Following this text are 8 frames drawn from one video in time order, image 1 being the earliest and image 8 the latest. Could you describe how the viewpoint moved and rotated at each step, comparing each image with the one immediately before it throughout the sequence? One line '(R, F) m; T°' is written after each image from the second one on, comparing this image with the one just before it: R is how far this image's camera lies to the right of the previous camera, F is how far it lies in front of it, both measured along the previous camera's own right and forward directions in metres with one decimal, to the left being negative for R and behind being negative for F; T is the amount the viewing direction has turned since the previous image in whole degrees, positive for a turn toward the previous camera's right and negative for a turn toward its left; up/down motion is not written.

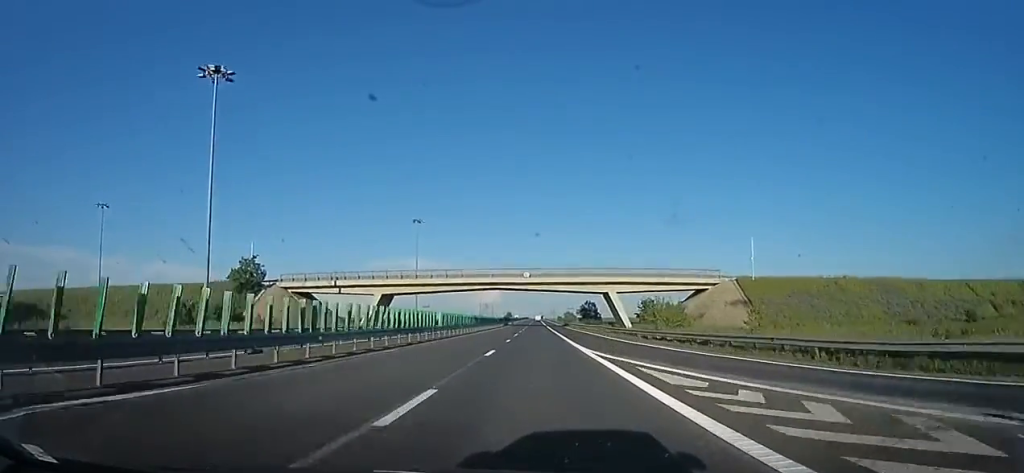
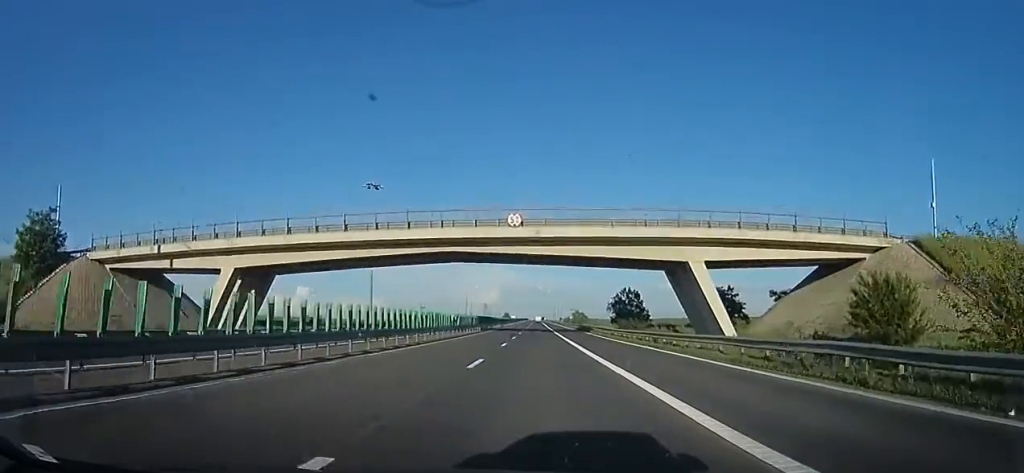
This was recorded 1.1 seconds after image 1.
(+1.4, +40.4) m; 0°
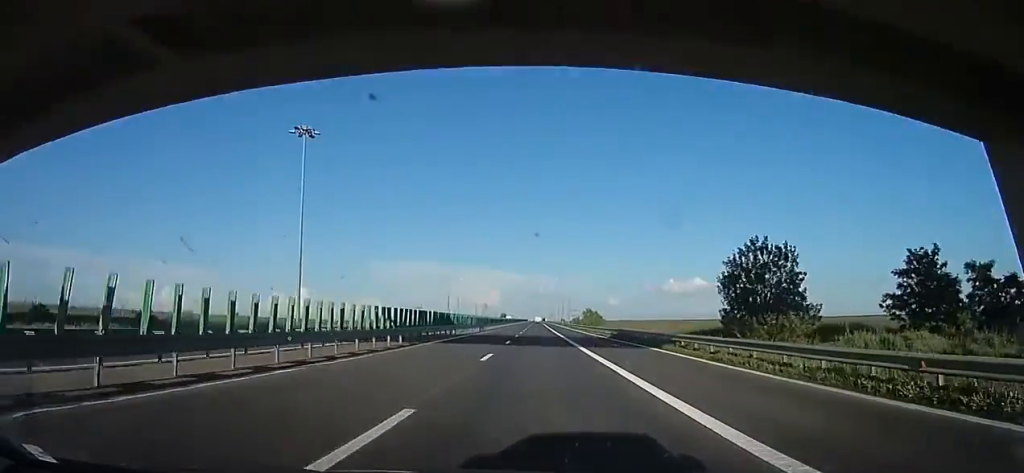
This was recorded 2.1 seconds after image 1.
(-1.0, +33.1) m; 0°
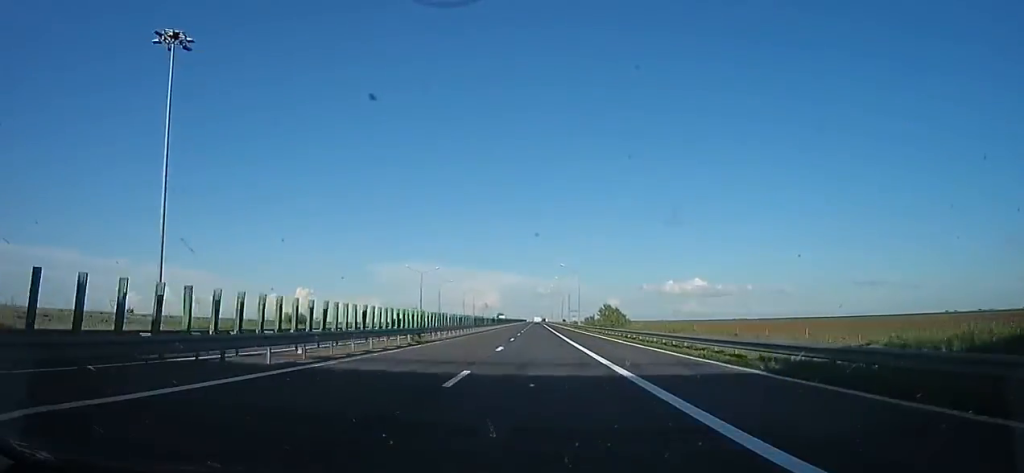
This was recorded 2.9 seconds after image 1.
(+0.8, +30.8) m; 0°
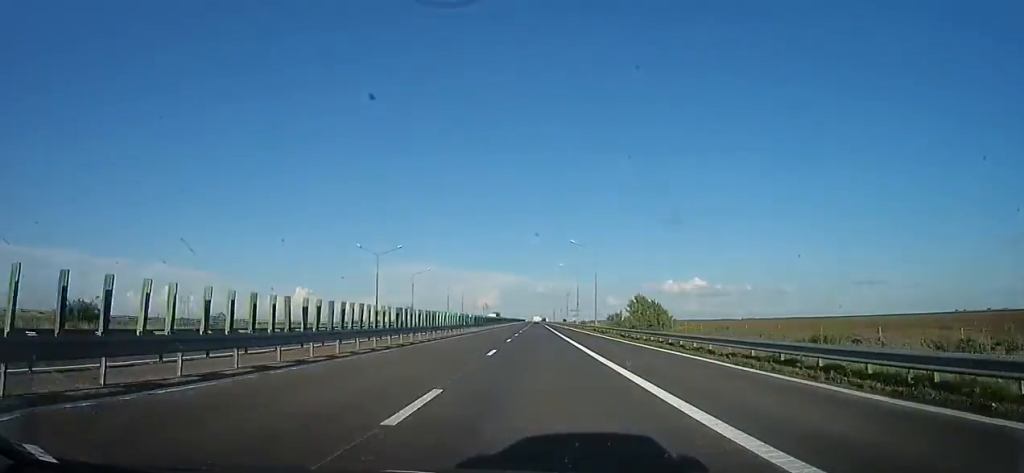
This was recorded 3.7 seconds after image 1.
(-0.6, +27.6) m; -1°
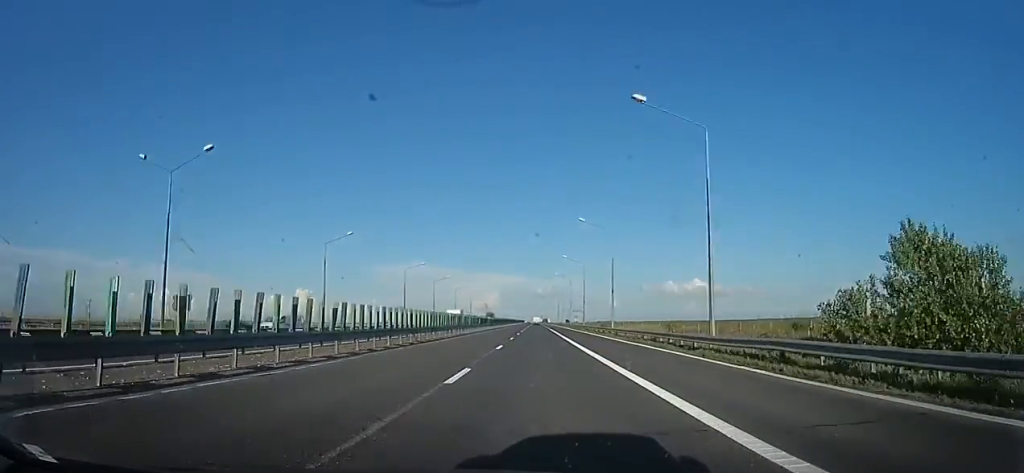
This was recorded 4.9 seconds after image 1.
(-0.7, +44.1) m; +1°
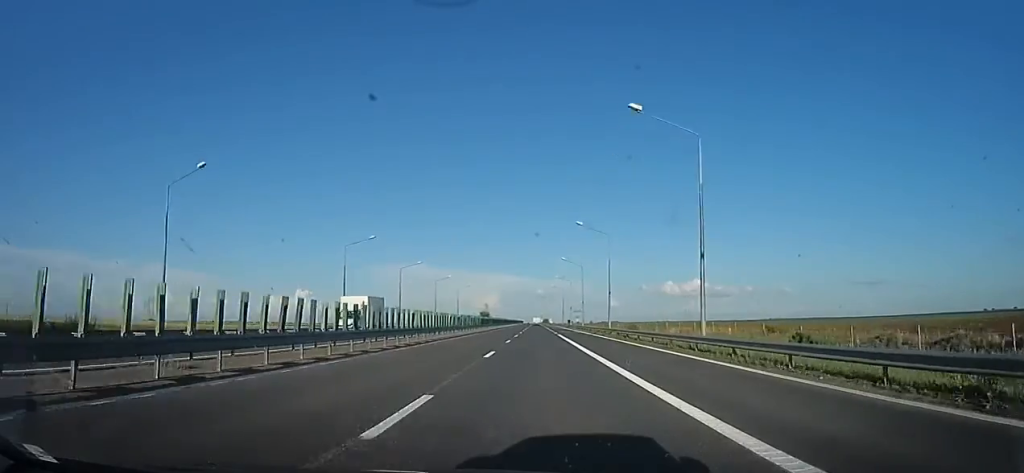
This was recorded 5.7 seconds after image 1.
(+0.9, +28.5) m; +2°
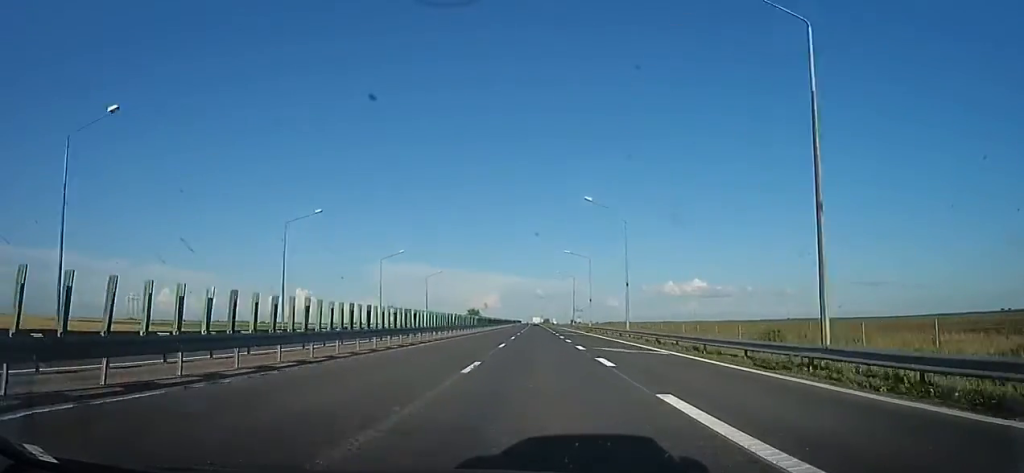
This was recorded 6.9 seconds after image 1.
(+0.5, +41.0) m; -1°
